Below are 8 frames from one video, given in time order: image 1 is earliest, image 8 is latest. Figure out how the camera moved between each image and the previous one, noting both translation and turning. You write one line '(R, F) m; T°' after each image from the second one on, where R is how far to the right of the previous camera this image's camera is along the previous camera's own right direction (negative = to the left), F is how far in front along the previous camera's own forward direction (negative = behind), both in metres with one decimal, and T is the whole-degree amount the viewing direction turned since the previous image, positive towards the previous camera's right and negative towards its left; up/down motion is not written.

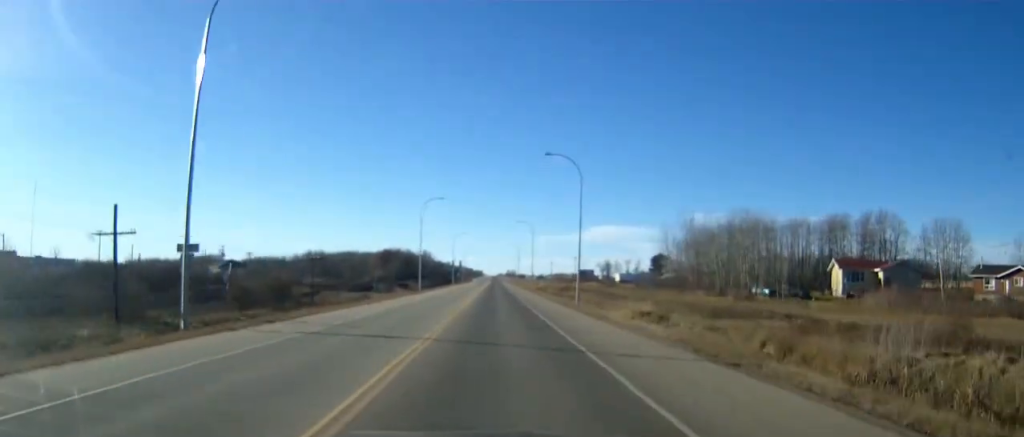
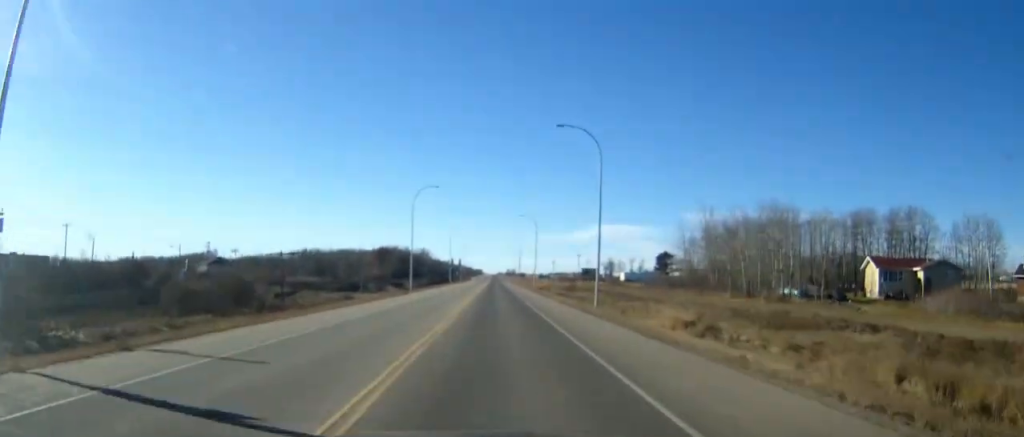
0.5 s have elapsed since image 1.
(0.0, +11.1) m; 0°
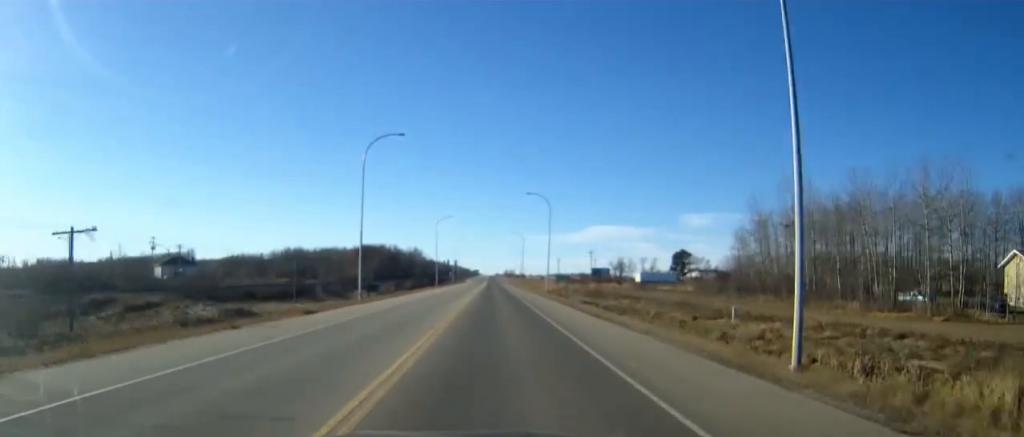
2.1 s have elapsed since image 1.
(+0.1, +33.5) m; 0°
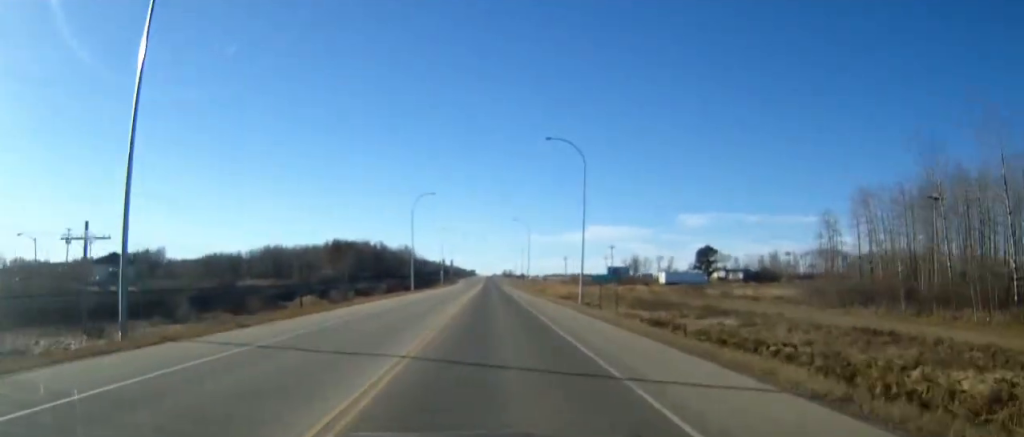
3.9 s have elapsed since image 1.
(+0.1, +37.3) m; 0°
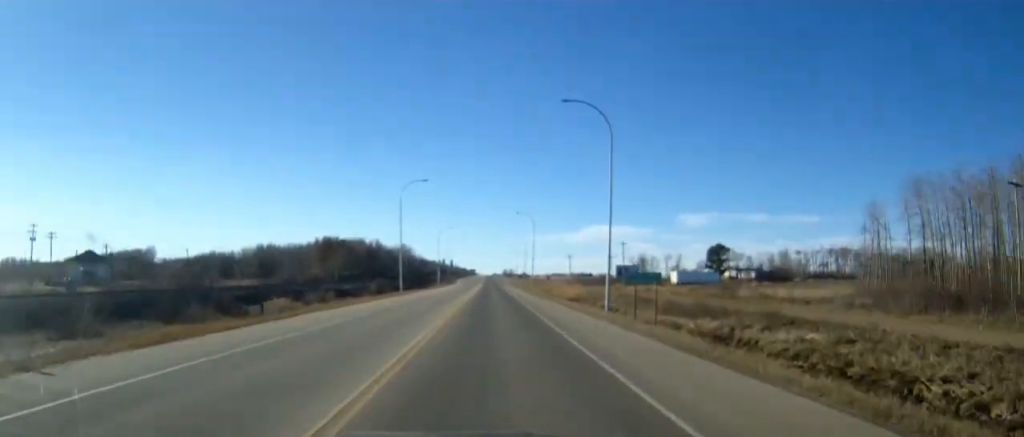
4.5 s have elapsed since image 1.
(0.0, +12.8) m; 0°
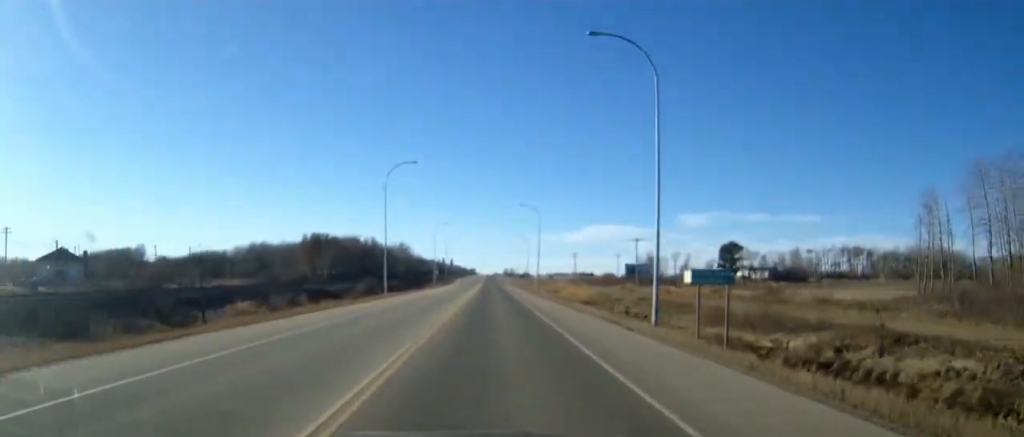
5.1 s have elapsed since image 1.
(0.0, +12.7) m; 0°
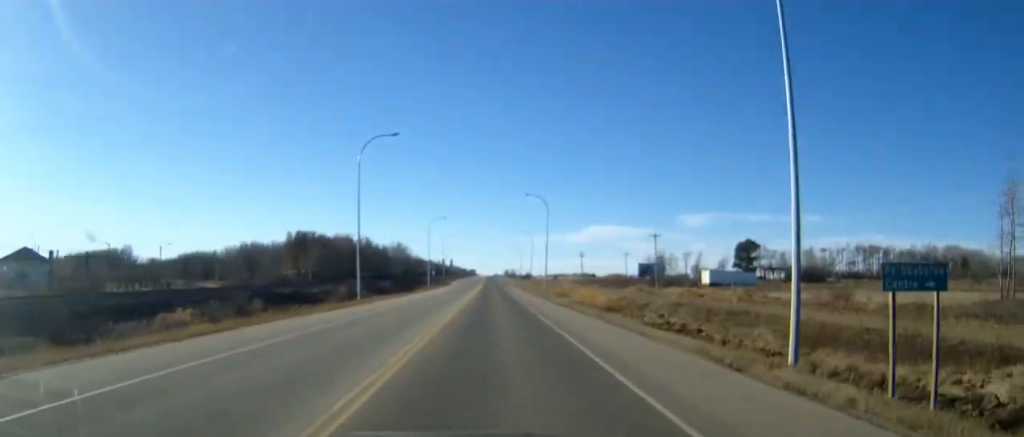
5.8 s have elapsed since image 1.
(0.0, +14.9) m; 0°
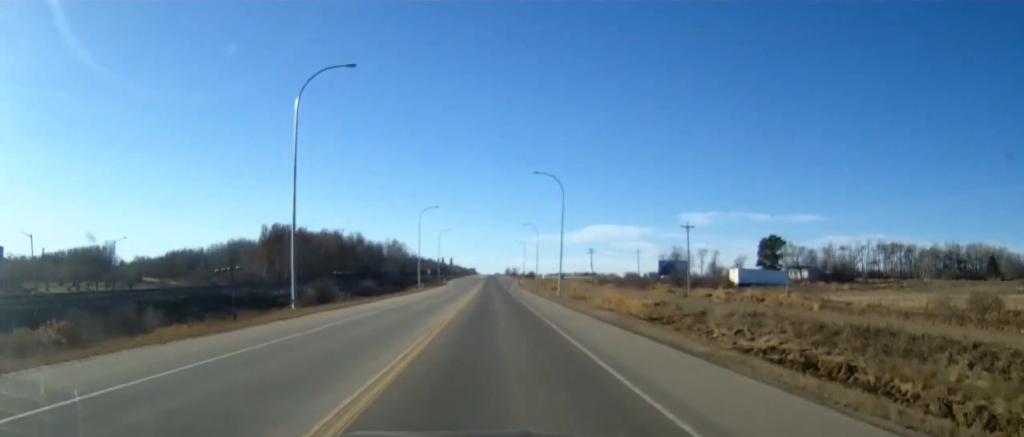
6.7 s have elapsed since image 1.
(0.0, +19.1) m; 0°
